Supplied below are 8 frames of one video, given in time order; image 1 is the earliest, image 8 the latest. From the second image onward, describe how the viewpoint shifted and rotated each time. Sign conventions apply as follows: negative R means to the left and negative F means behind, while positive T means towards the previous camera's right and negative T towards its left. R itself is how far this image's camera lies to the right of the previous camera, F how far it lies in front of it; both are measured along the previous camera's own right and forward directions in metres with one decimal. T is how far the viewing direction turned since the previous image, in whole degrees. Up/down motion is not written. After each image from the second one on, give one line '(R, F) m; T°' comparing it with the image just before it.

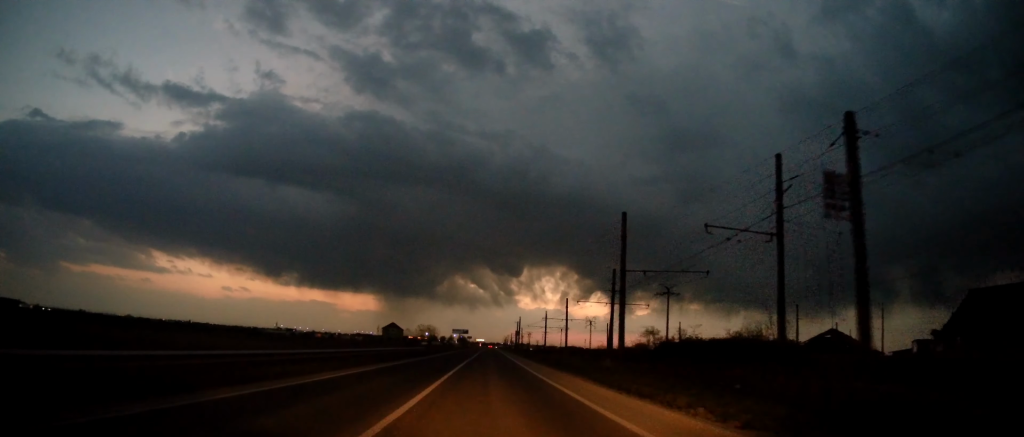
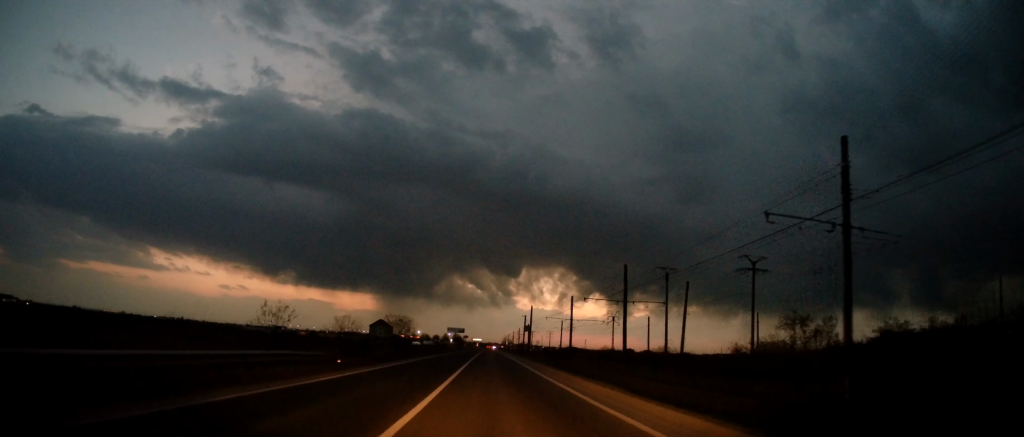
(-0.5, +34.4) m; -1°
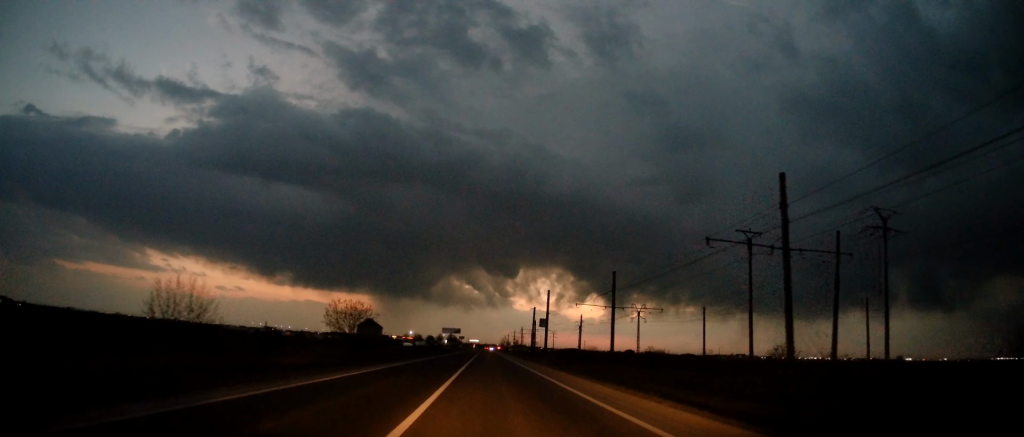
(+0.2, +26.2) m; +1°
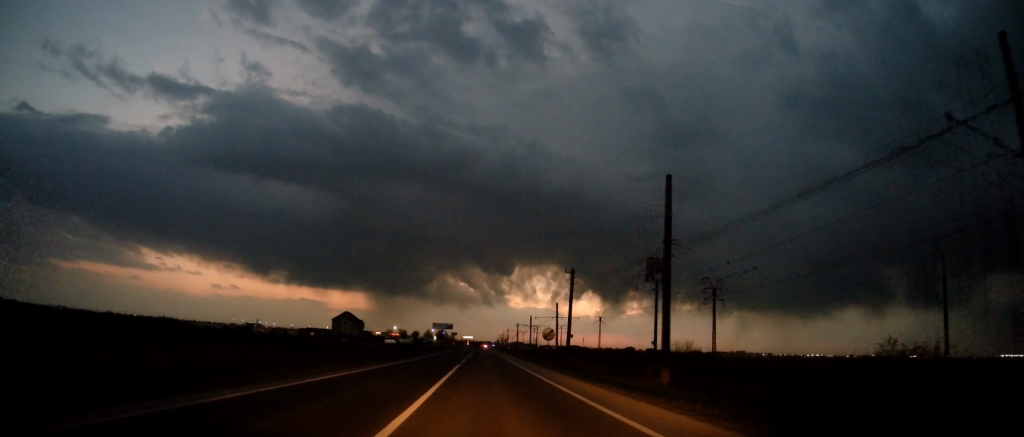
(+0.4, +42.4) m; +1°
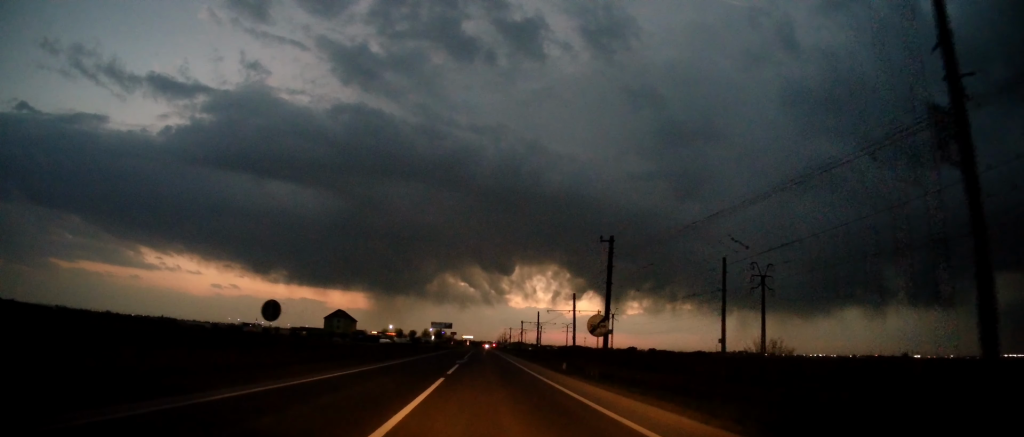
(0.0, +14.4) m; 0°
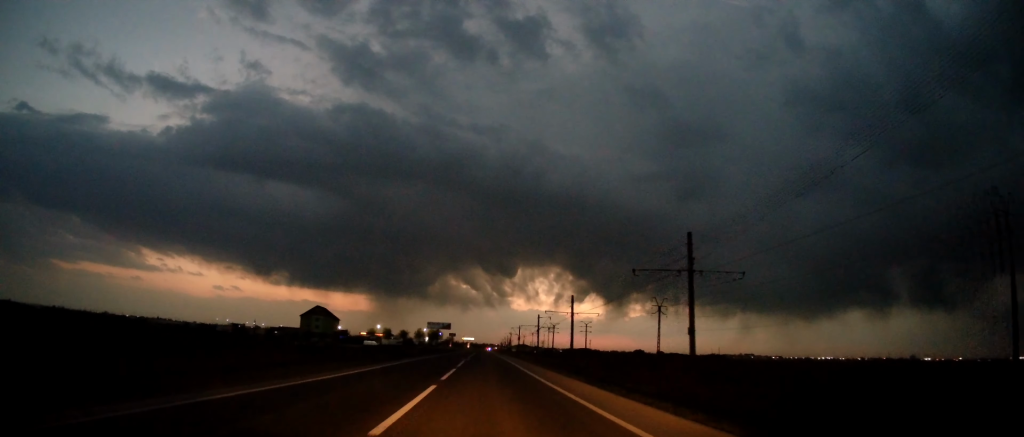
(-0.1, +36.1) m; 0°
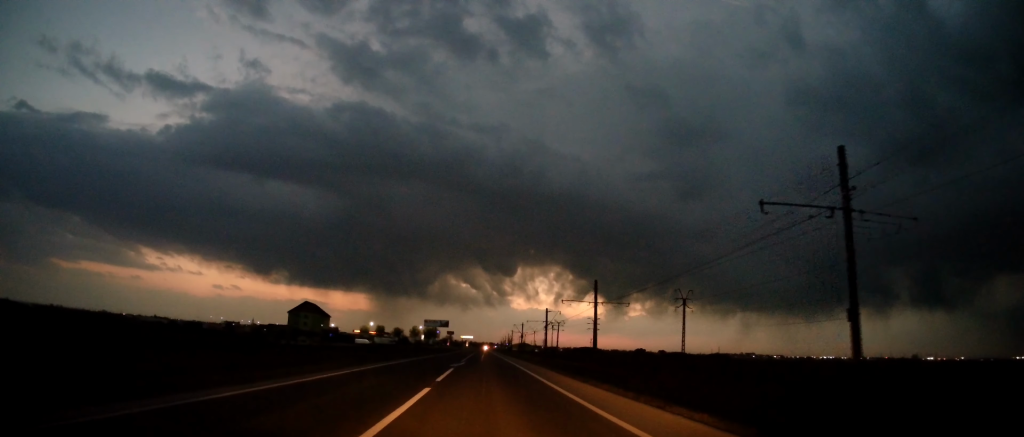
(-0.1, +13.6) m; 0°
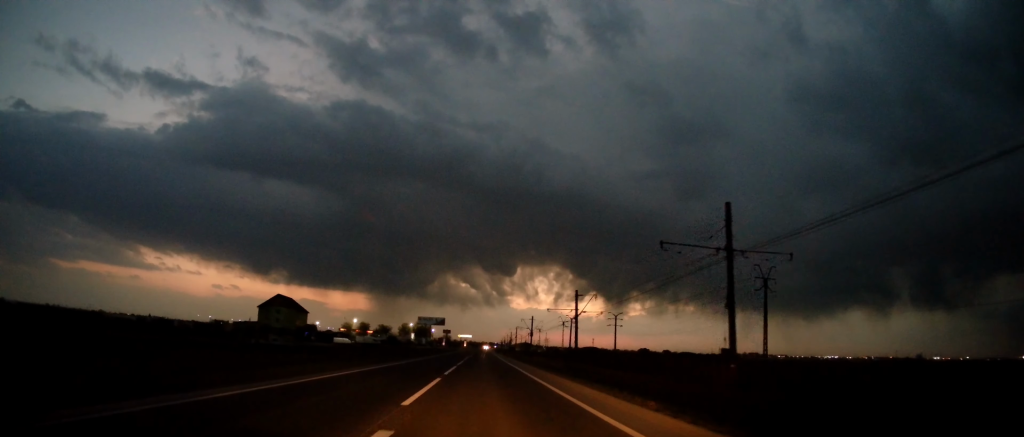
(0.0, +28.0) m; -1°
